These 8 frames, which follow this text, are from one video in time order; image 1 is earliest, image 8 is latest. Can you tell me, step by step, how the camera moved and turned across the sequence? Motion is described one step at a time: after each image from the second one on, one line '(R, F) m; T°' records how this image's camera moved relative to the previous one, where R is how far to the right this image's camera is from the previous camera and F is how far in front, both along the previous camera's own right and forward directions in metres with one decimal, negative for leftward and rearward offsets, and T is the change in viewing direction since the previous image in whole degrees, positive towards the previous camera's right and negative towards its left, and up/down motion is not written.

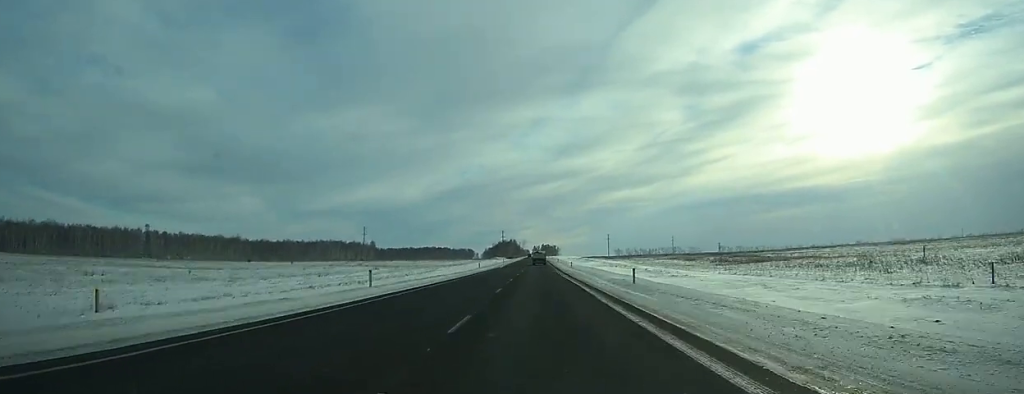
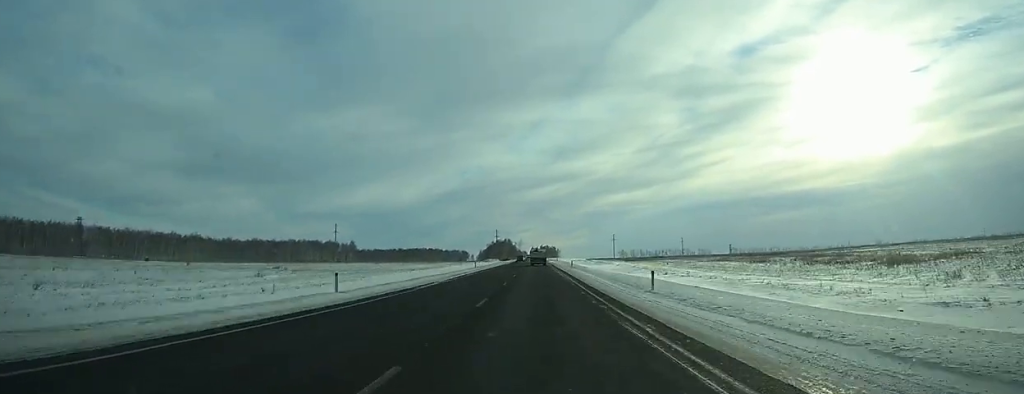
(+0.2, +54.7) m; 0°
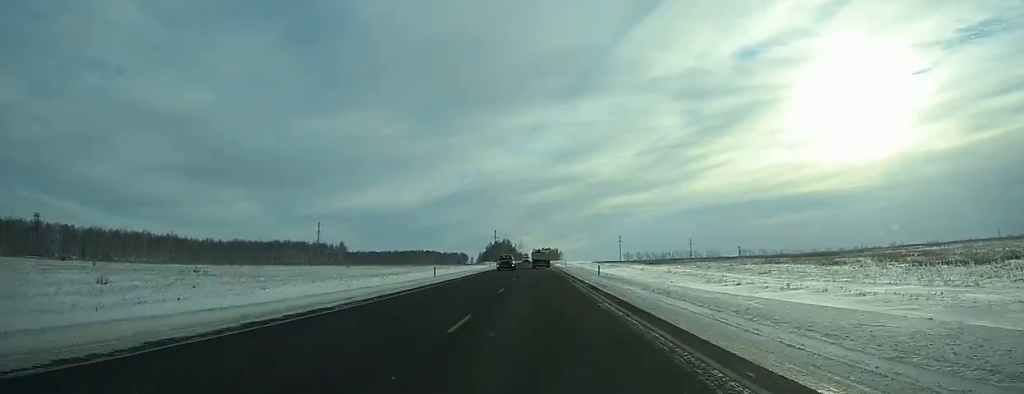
(0.0, +29.5) m; 0°
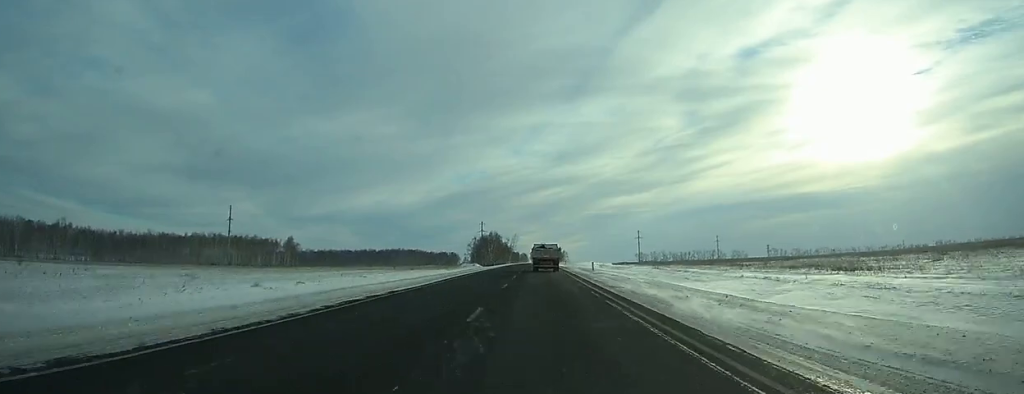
(0.0, +94.4) m; 0°
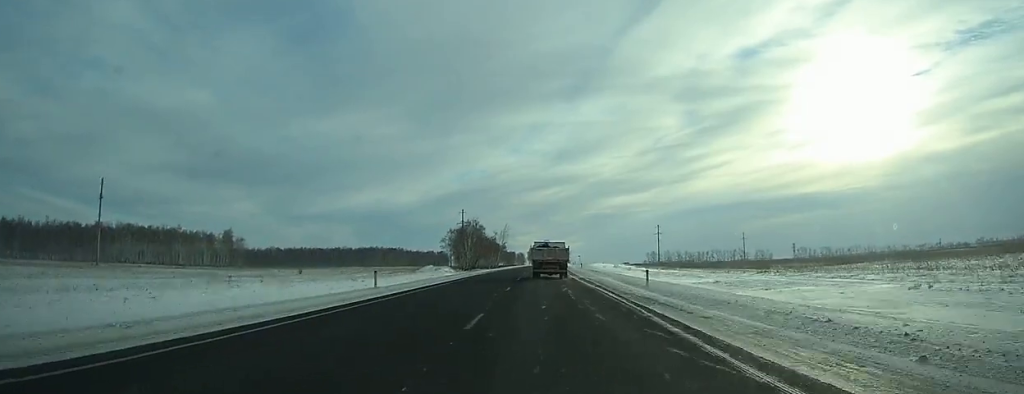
(0.0, +75.4) m; 0°
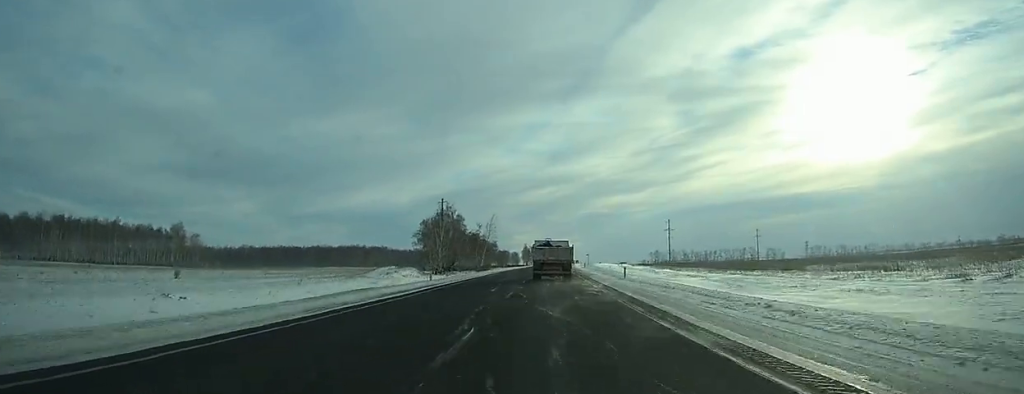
(+0.2, +41.7) m; +1°
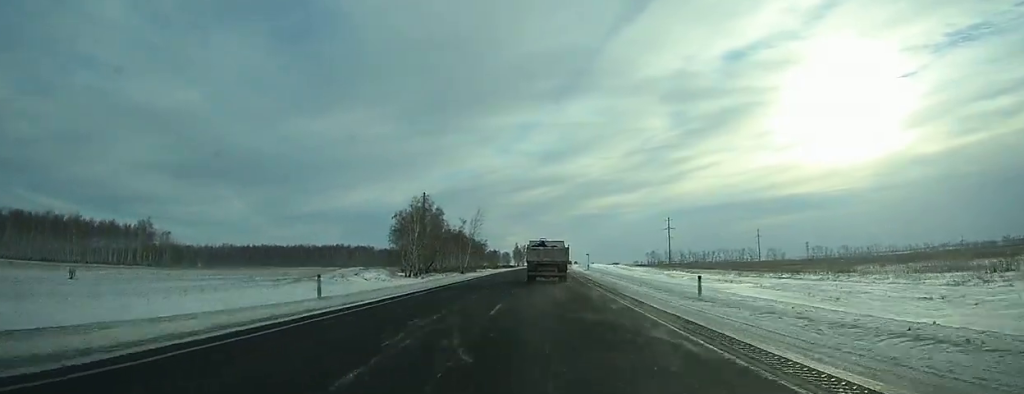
(+0.2, +18.9) m; +1°
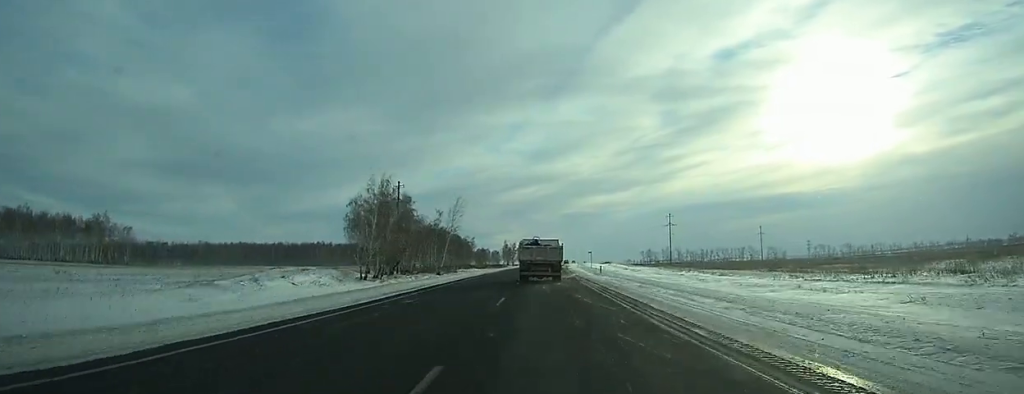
(+0.2, +23.2) m; +1°
